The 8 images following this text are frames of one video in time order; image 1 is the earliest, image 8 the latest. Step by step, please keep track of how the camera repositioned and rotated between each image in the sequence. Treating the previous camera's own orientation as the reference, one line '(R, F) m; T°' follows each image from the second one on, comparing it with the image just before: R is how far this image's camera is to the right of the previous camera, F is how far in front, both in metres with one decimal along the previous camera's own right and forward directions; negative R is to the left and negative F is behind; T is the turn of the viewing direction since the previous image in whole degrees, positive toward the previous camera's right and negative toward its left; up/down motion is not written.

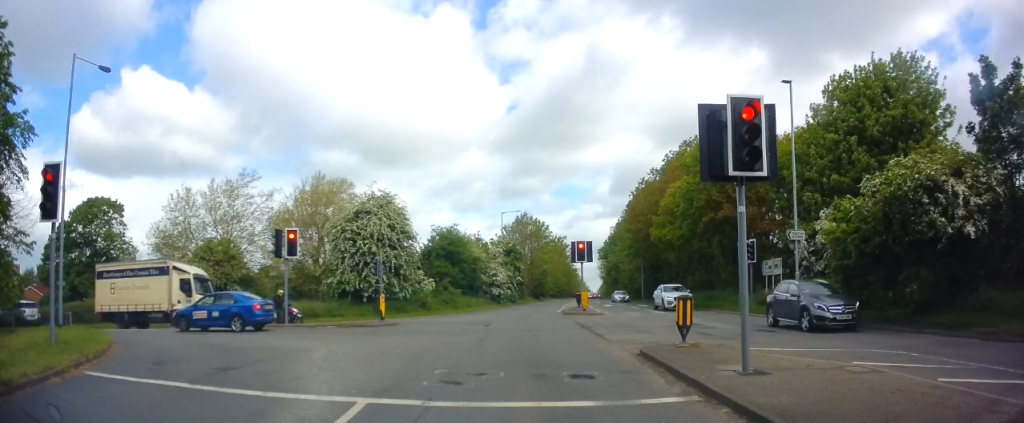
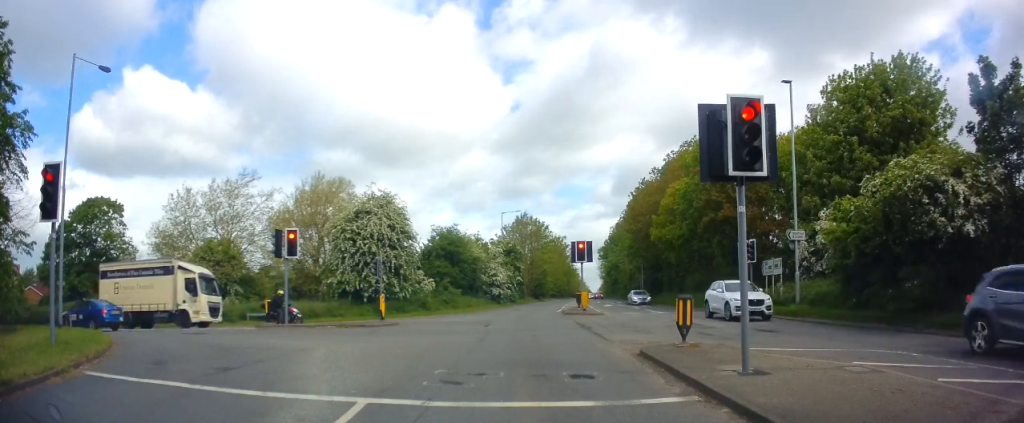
(0.0, 0.0) m; 0°
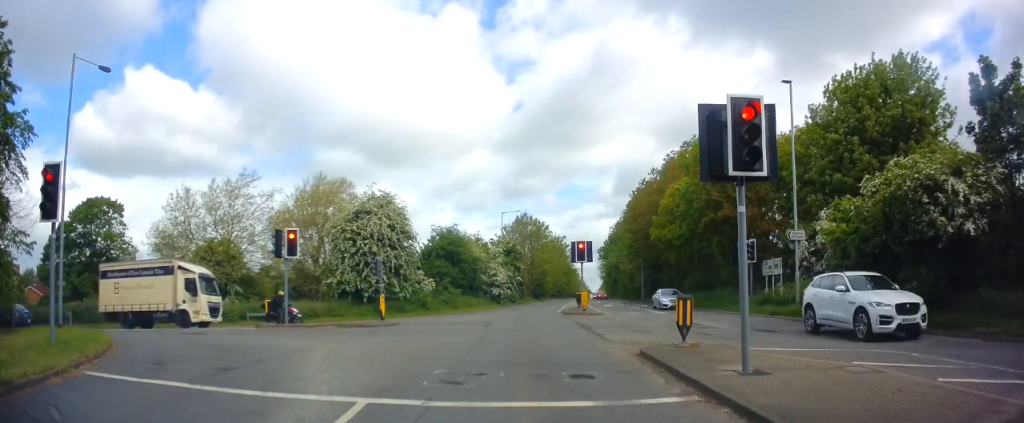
(0.0, 0.0) m; 0°
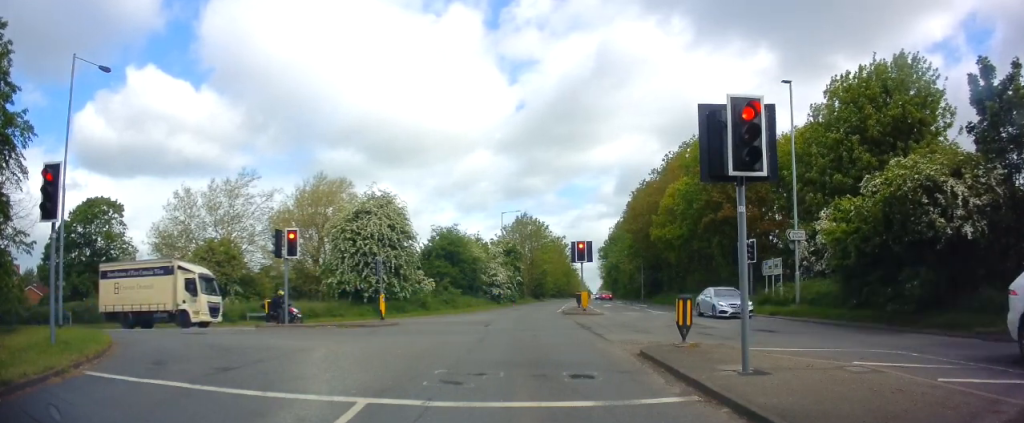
(0.0, 0.0) m; 0°
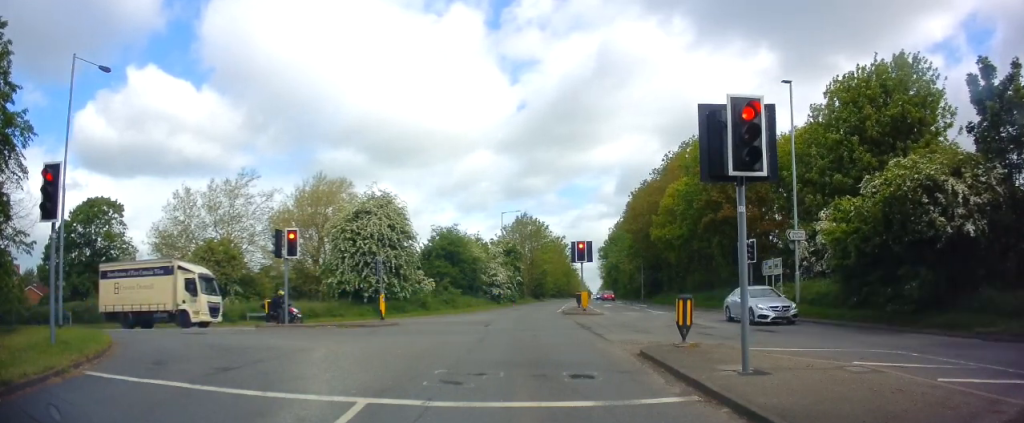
(0.0, 0.0) m; 0°
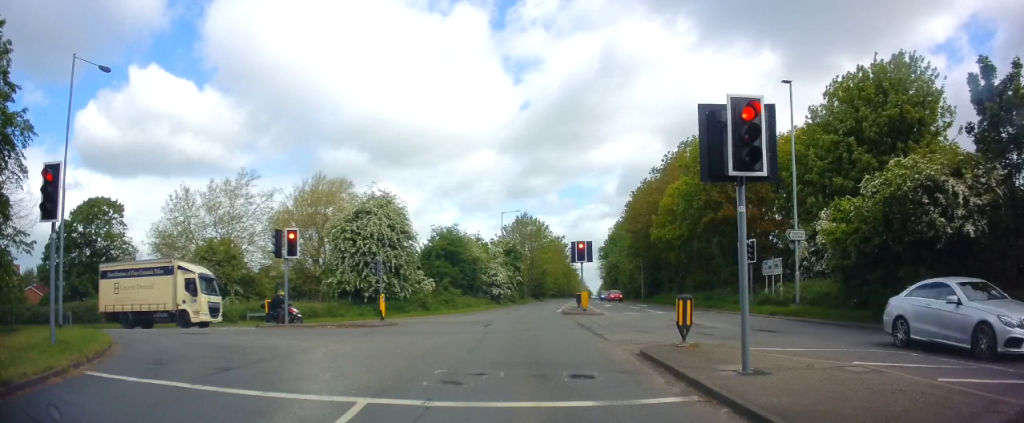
(0.0, 0.0) m; 0°
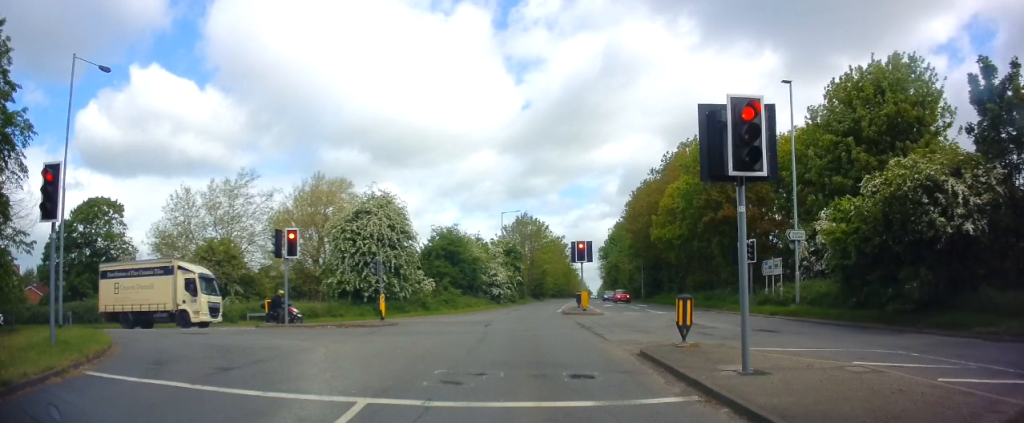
(0.0, 0.0) m; 0°
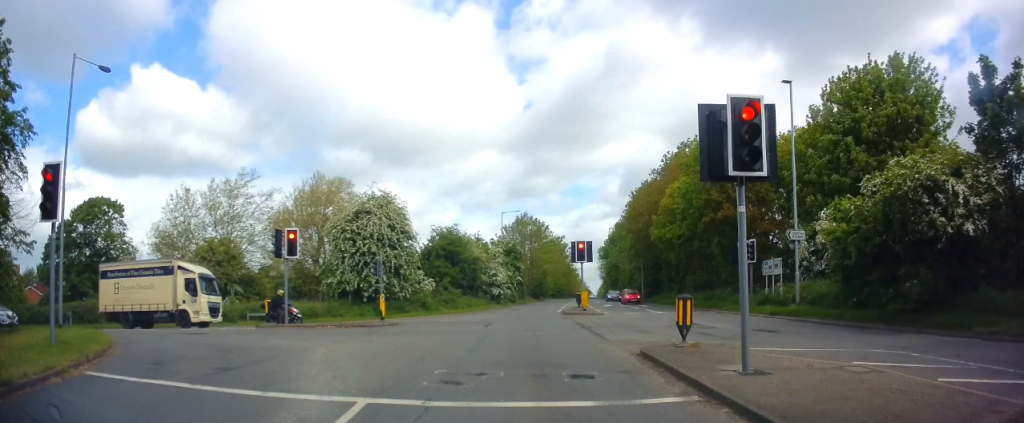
(0.0, 0.0) m; 0°
